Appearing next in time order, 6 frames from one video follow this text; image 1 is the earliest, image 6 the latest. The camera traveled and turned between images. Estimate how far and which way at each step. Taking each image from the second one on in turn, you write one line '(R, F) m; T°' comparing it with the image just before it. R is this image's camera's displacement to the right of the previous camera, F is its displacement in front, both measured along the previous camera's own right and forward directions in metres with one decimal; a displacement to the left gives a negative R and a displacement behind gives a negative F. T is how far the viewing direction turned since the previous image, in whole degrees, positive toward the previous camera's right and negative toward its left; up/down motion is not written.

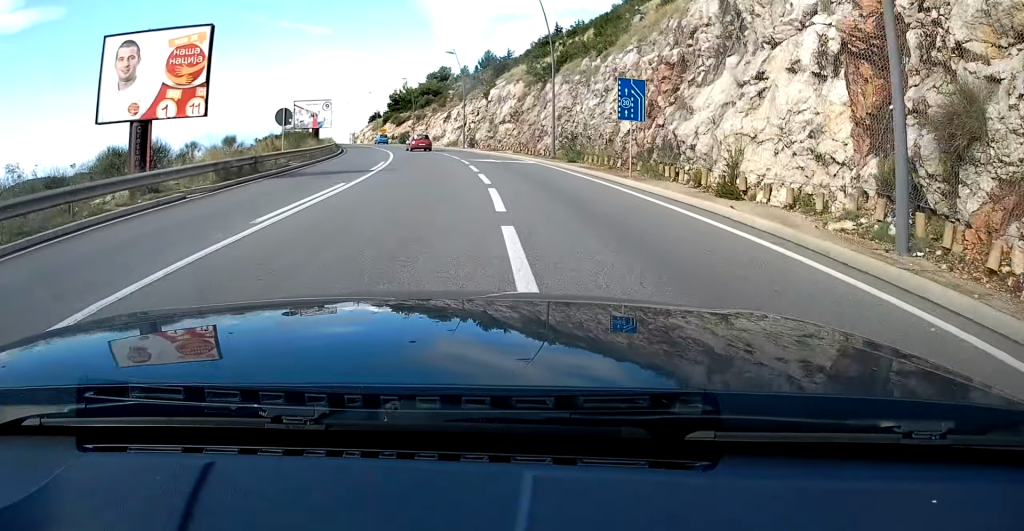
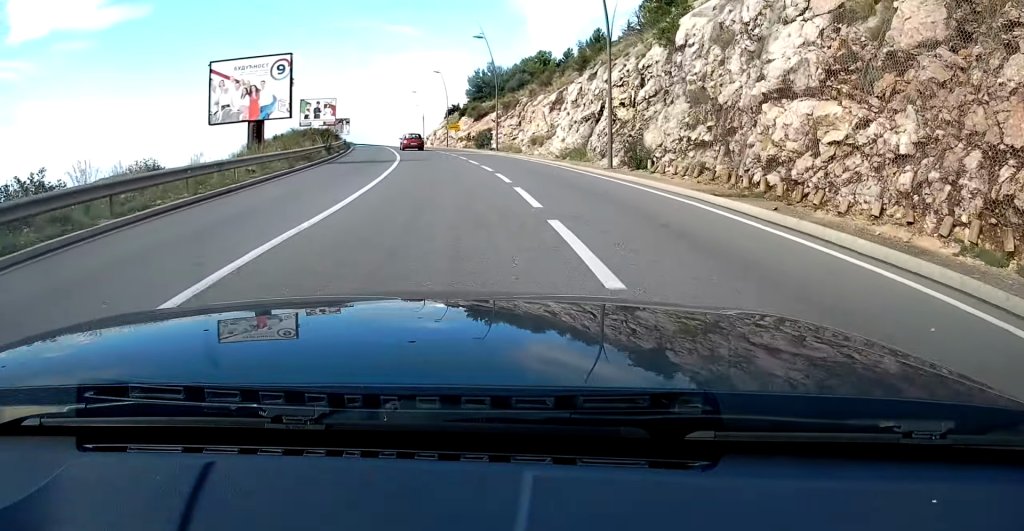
(-2.7, +40.9) m; -9°
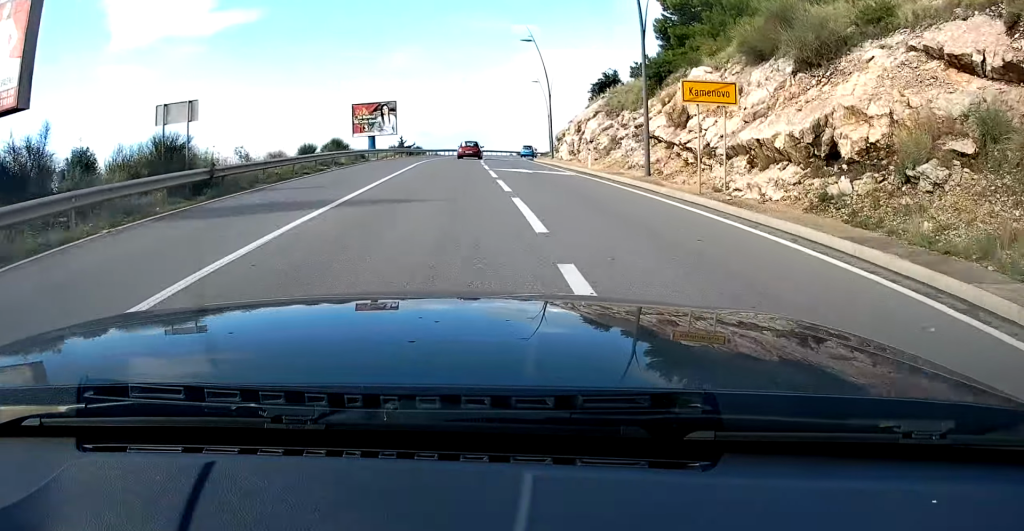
(-6.9, +61.5) m; -8°
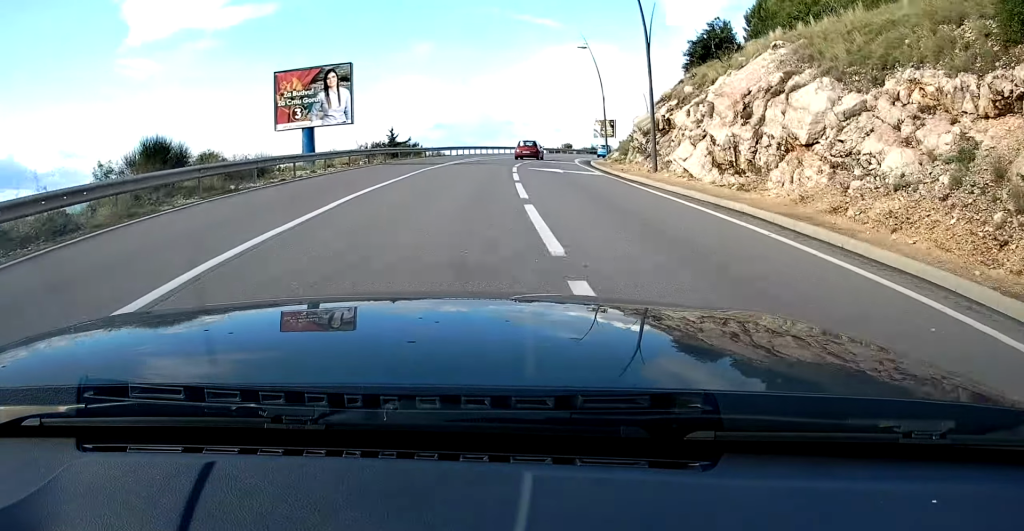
(-0.2, +25.5) m; +3°
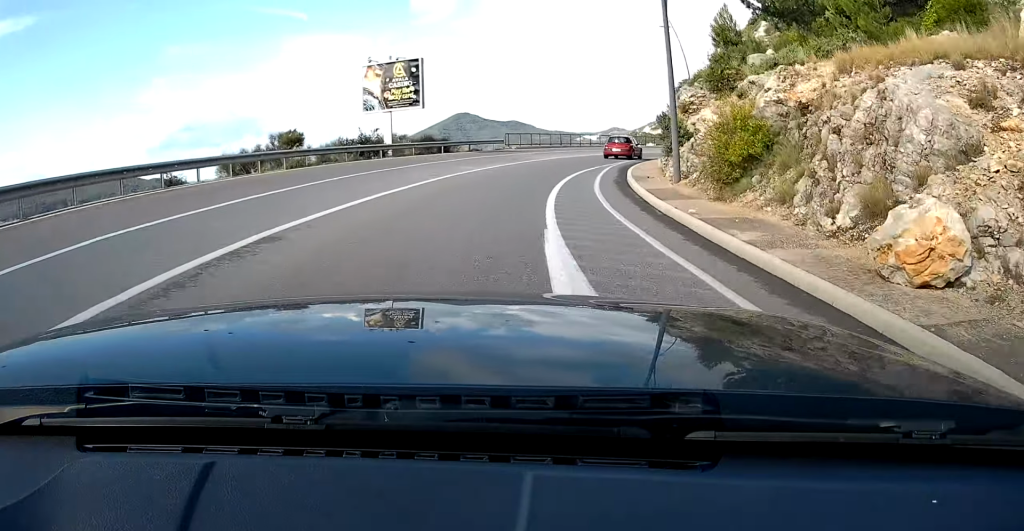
(+12.4, +65.7) m; +25°
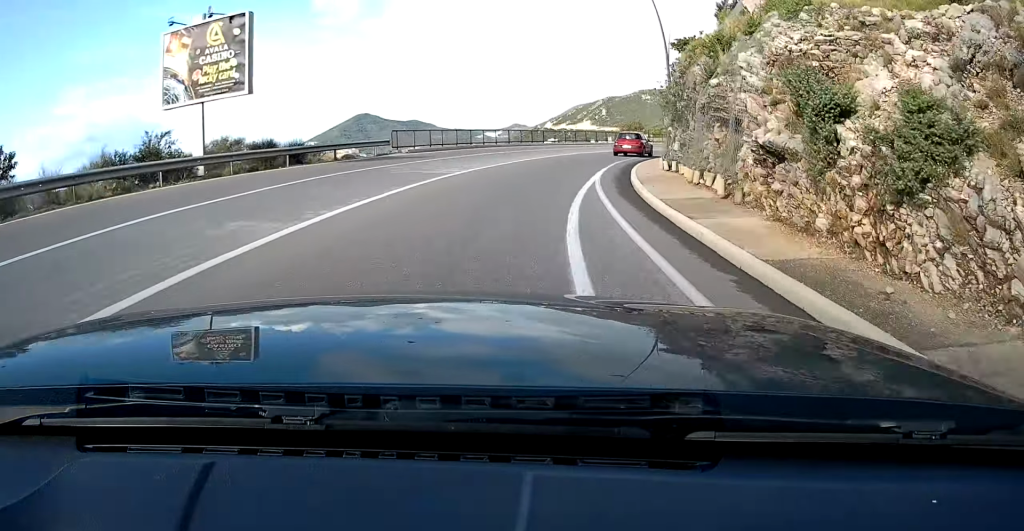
(+0.6, +16.2) m; +8°
